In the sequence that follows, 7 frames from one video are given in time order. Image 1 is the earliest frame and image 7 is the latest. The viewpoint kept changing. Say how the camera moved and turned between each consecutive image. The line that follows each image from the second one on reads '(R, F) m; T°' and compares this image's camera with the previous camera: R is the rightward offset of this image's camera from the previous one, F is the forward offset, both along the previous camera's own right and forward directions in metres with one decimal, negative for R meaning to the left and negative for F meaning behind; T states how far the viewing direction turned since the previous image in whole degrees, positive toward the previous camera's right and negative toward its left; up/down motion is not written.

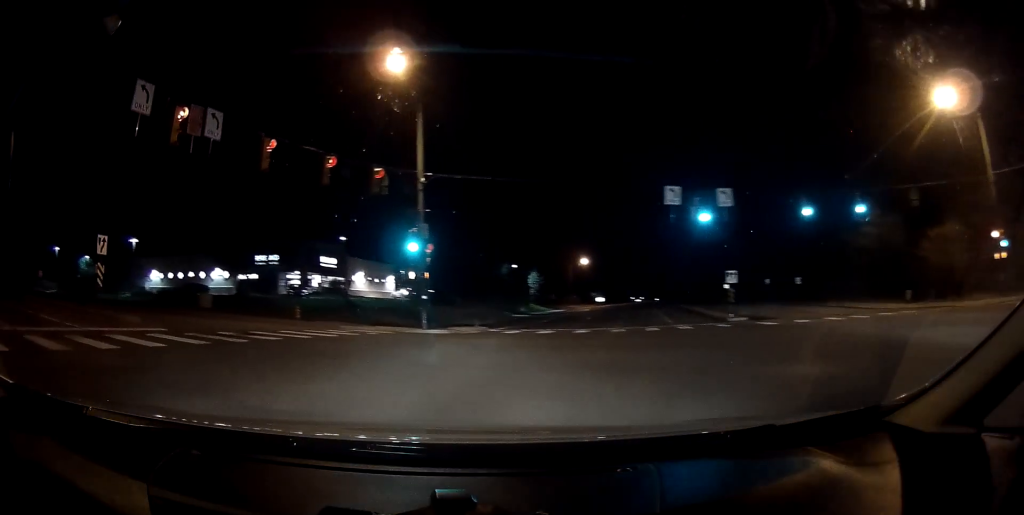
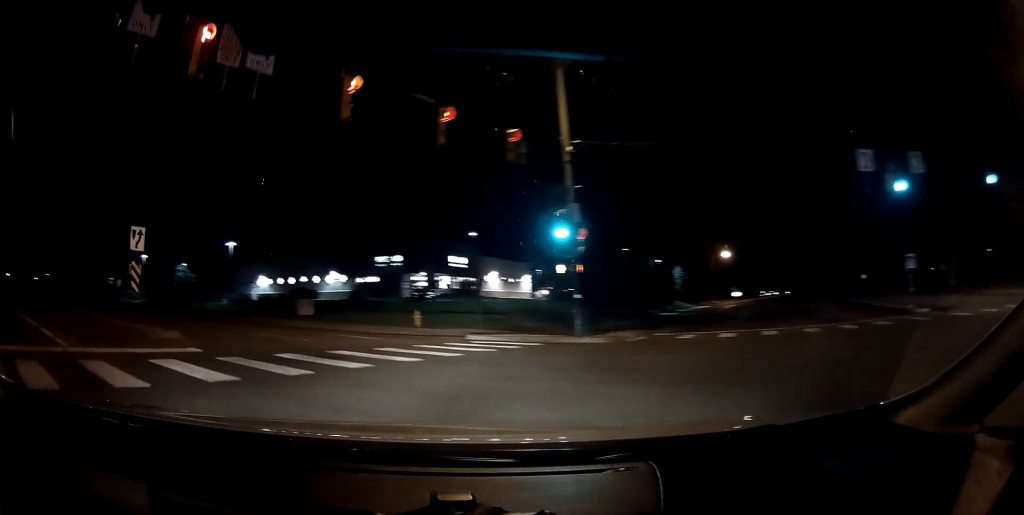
(-1.1, +6.3) m; -18°
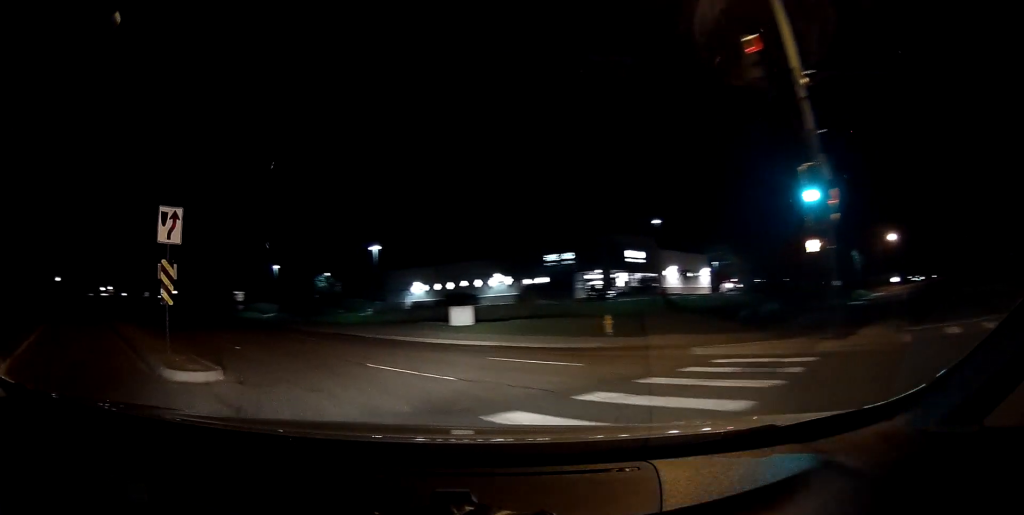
(-1.2, +7.9) m; -16°
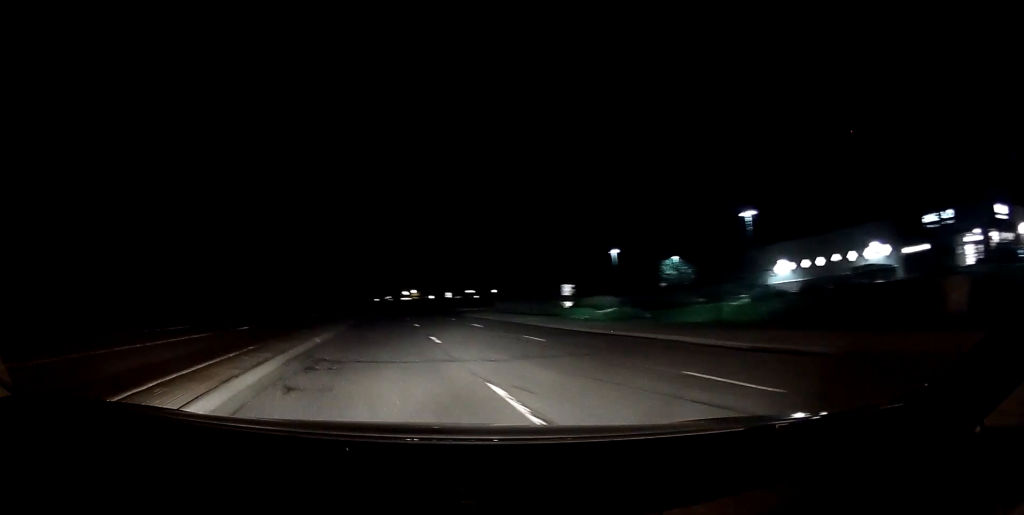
(-3.8, +16.4) m; -20°
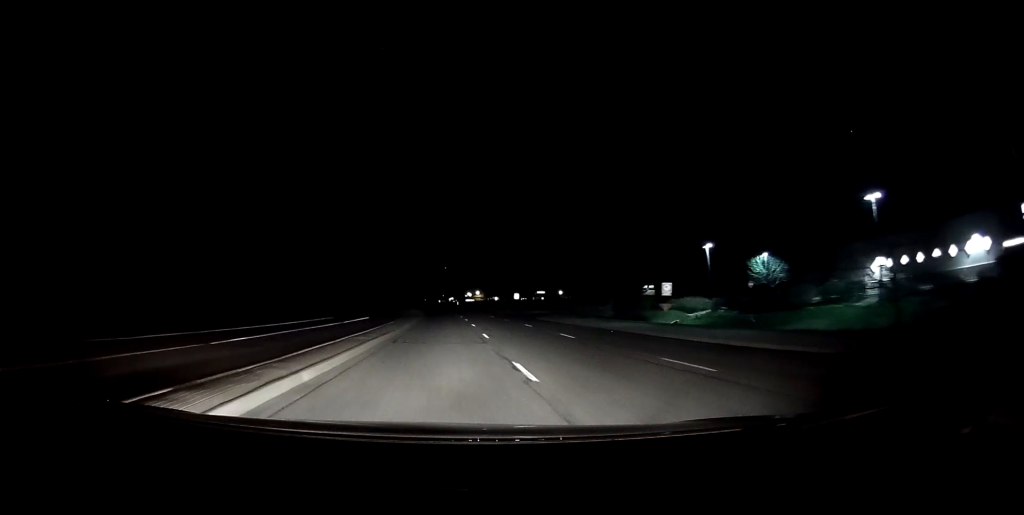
(-0.2, +9.1) m; 0°
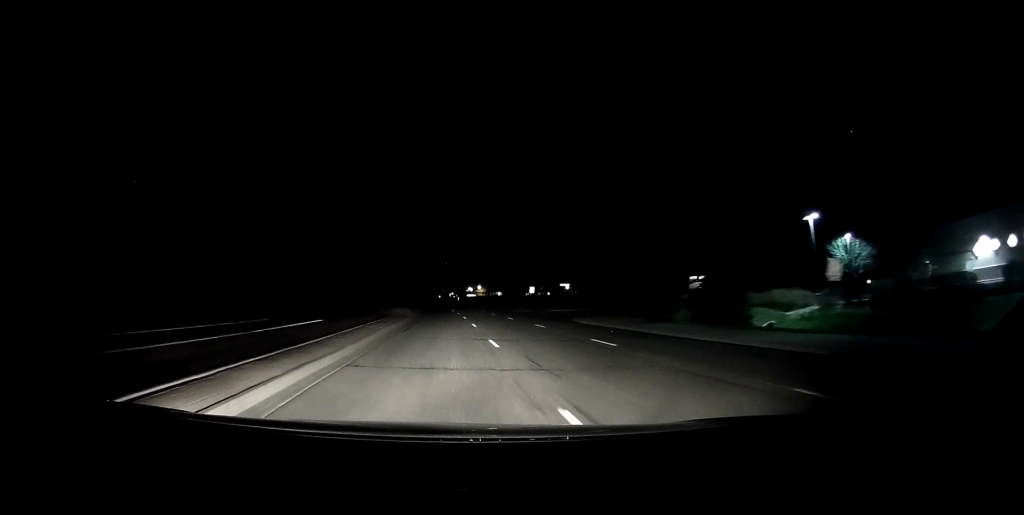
(+0.3, +19.3) m; 0°
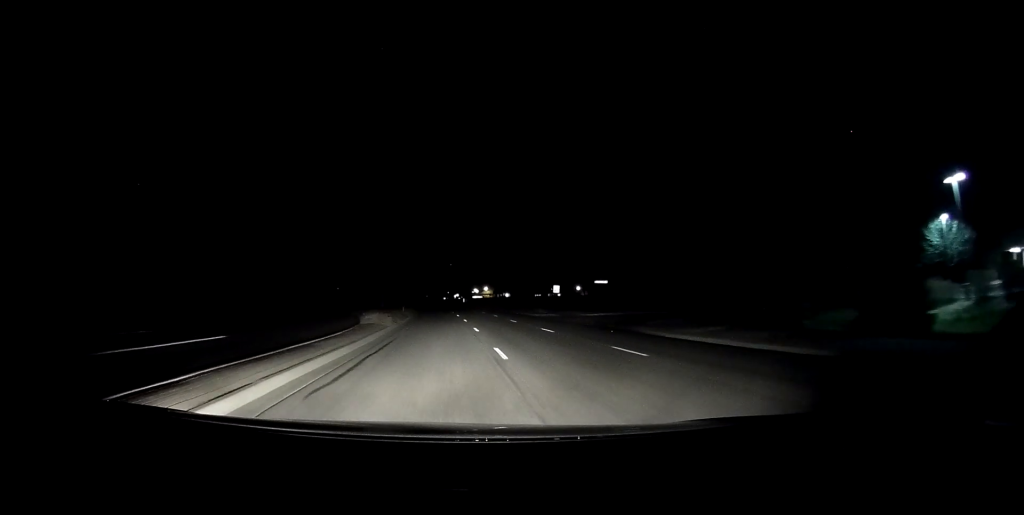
(-0.2, +15.6) m; -1°
